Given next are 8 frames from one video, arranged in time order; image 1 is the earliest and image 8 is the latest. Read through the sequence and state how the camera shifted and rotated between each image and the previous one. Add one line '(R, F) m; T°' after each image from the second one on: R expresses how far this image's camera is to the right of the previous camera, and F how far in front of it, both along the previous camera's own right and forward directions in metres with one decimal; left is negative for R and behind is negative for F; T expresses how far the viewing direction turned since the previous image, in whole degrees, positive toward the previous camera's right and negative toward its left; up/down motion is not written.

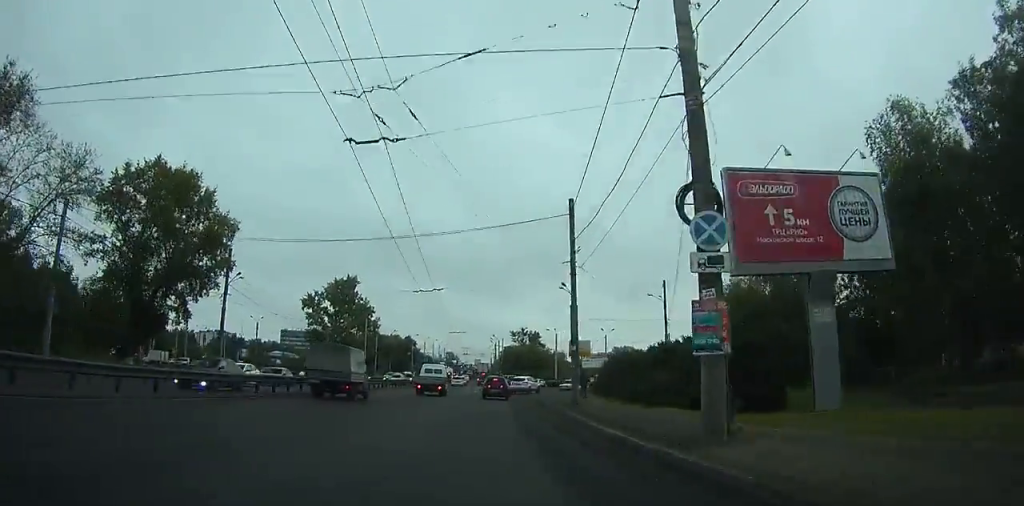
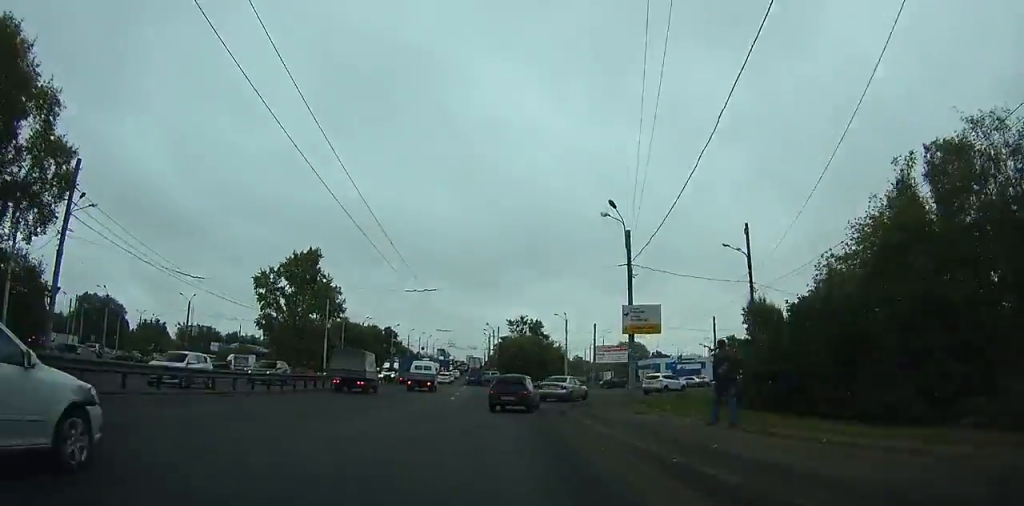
(-0.1, +24.2) m; +1°
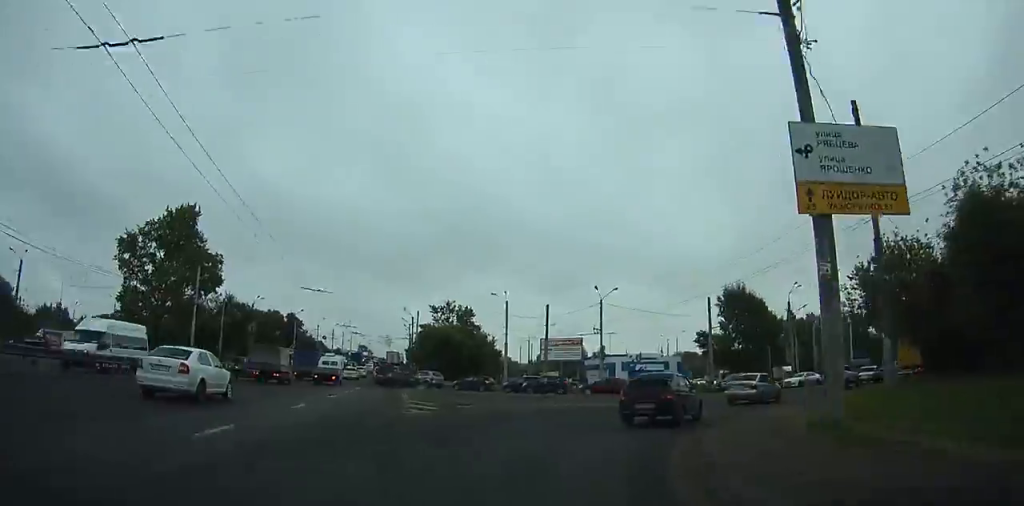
(+0.8, +25.1) m; +6°
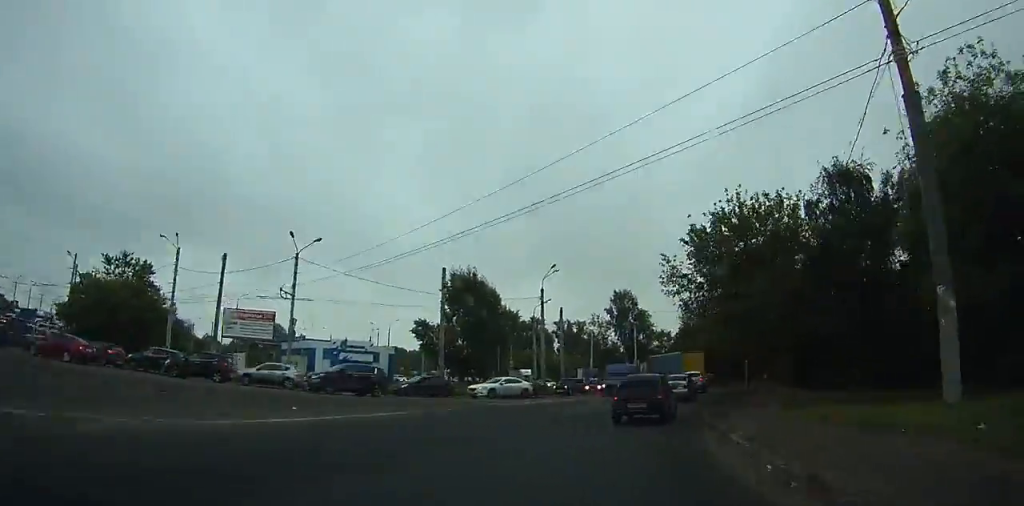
(+2.3, +18.7) m; +20°
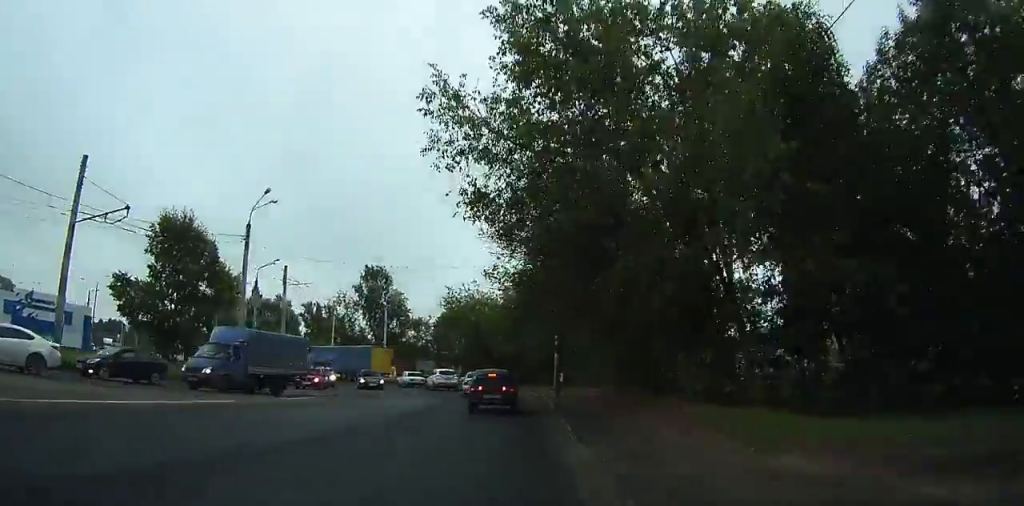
(+3.9, +17.8) m; +24°
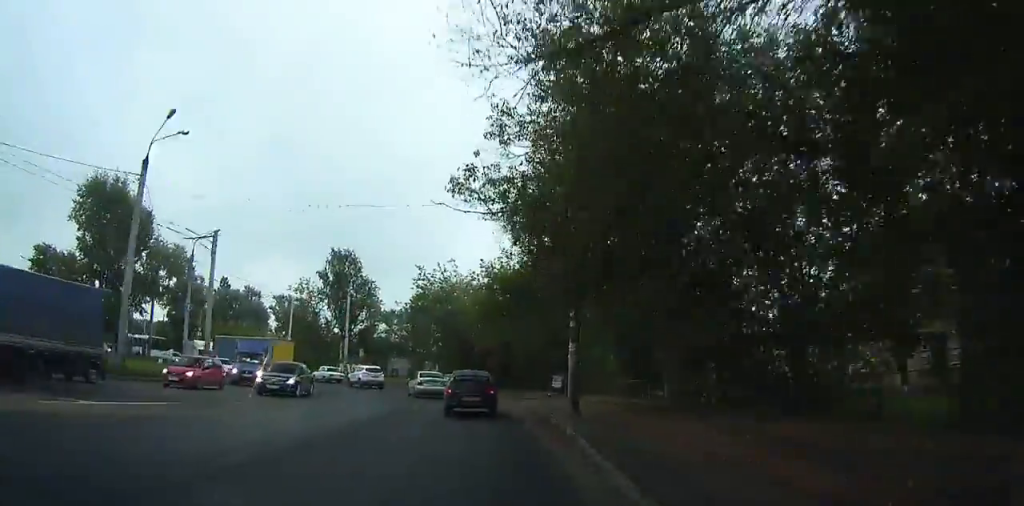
(+0.5, +9.4) m; +10°
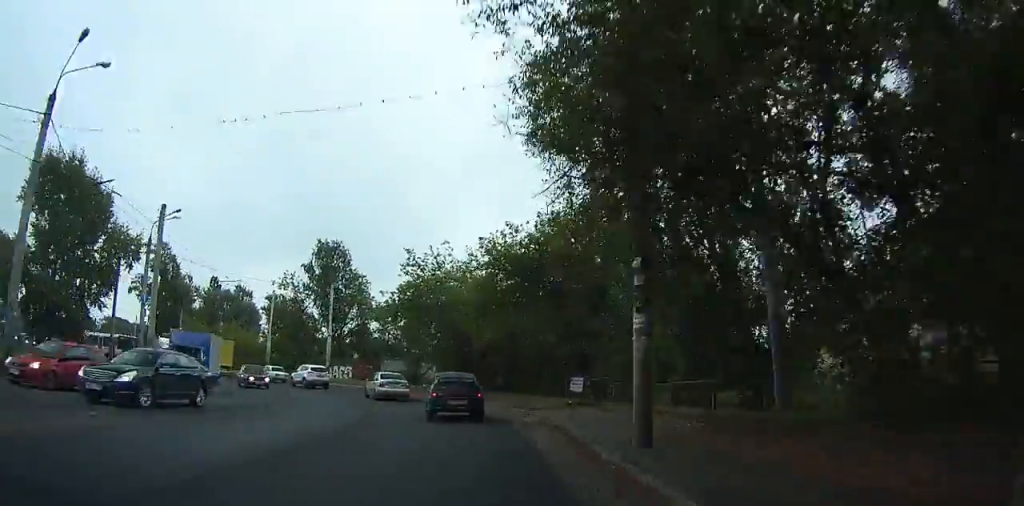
(+1.3, +6.4) m; +3°
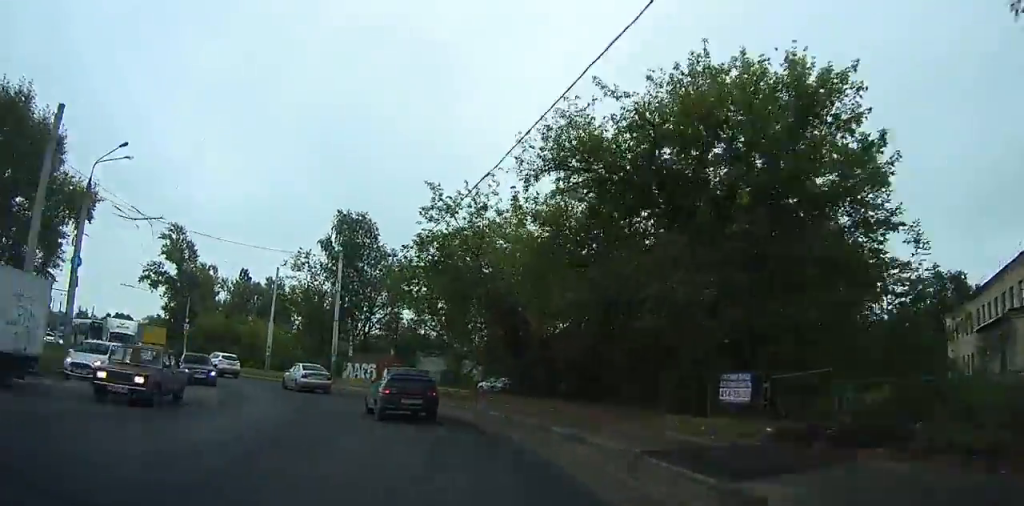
(+0.5, +12.9) m; -3°
